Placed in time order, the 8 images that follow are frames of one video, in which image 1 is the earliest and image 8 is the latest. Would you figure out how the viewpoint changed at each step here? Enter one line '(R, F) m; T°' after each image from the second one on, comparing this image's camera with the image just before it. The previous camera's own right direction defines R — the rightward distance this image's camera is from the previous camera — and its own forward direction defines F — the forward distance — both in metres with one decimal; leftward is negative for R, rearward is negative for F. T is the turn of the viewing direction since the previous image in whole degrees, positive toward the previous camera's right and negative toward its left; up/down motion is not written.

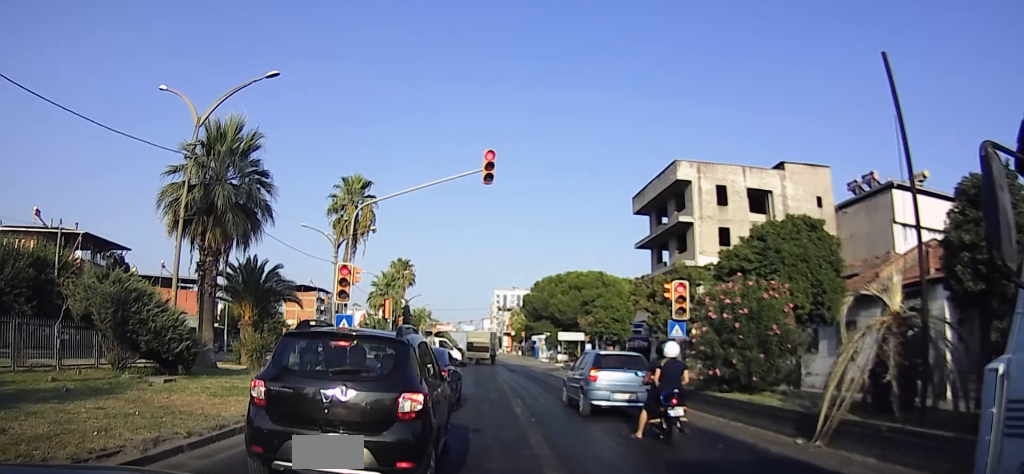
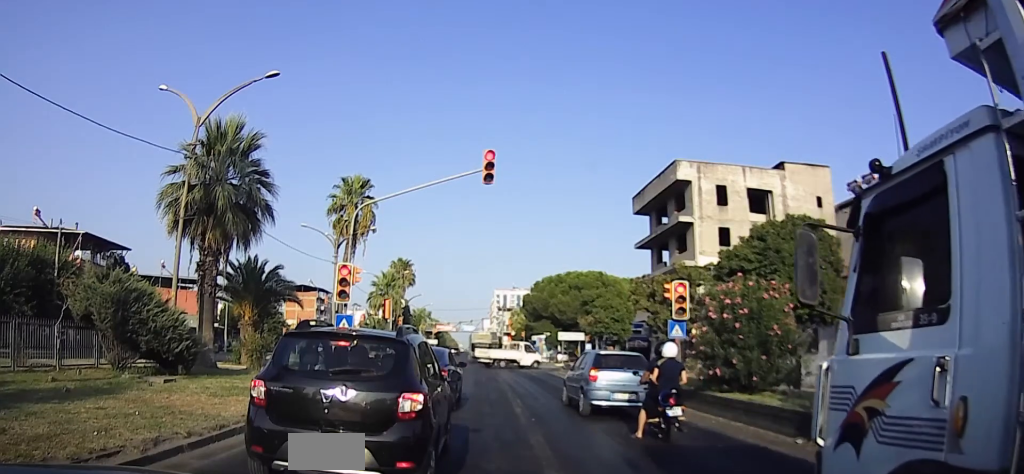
(0.0, +0.2) m; 0°
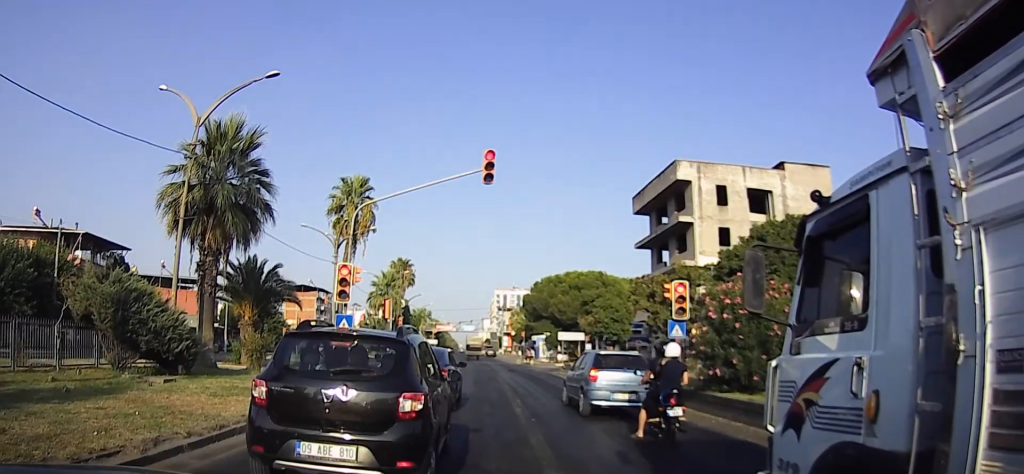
(+0.1, +0.5) m; 0°
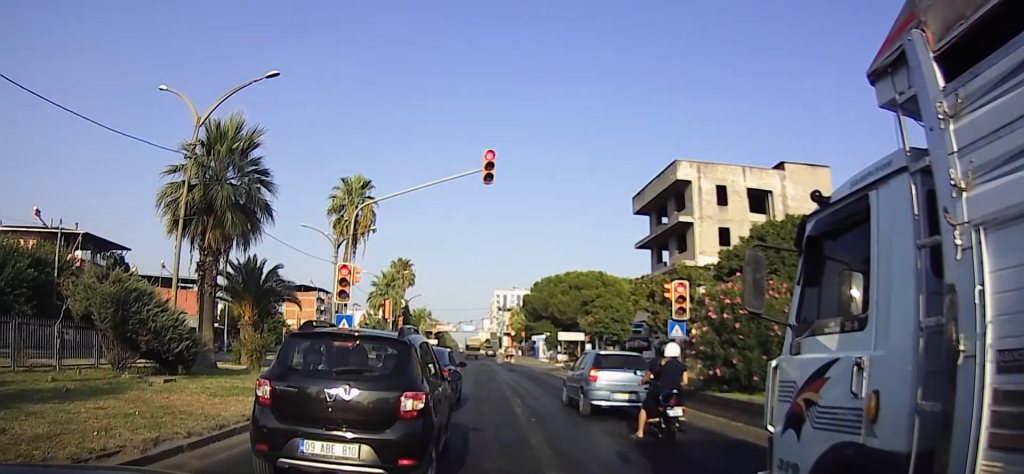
(0.0, 0.0) m; 0°
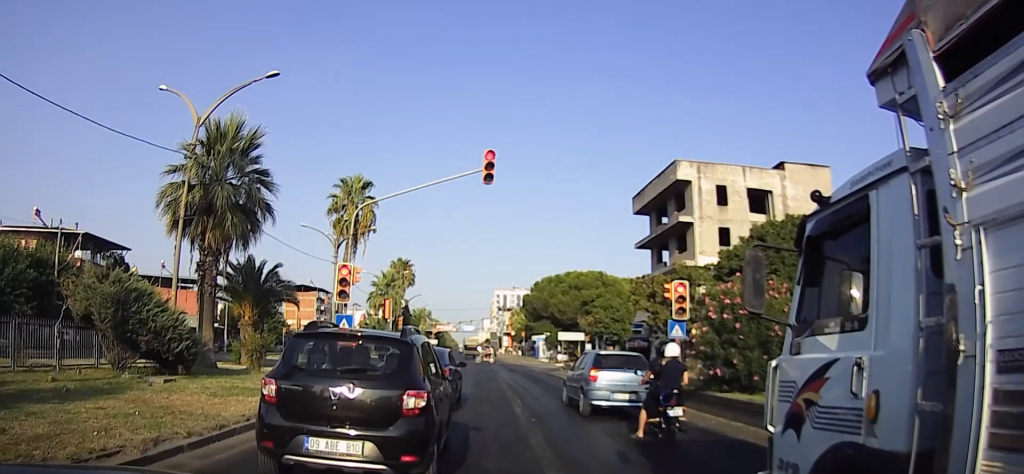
(0.0, 0.0) m; 0°
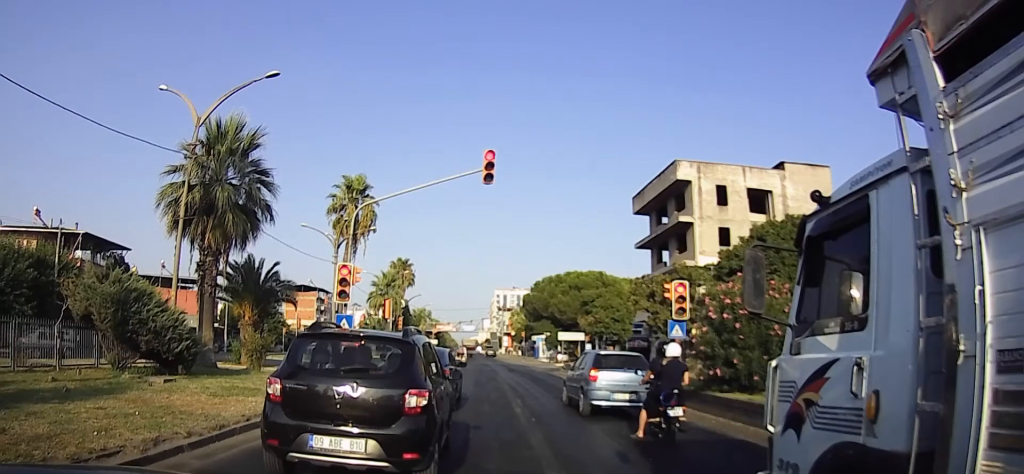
(0.0, 0.0) m; 0°
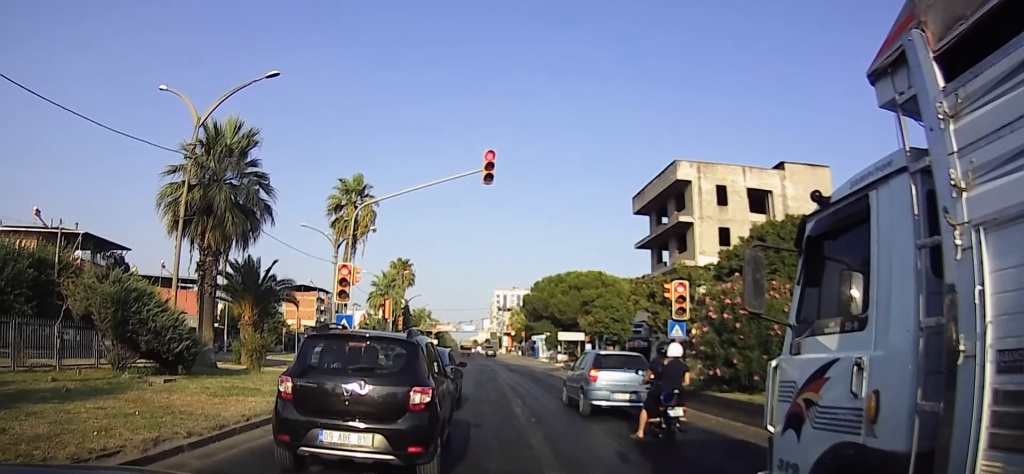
(+0.1, +0.2) m; 0°
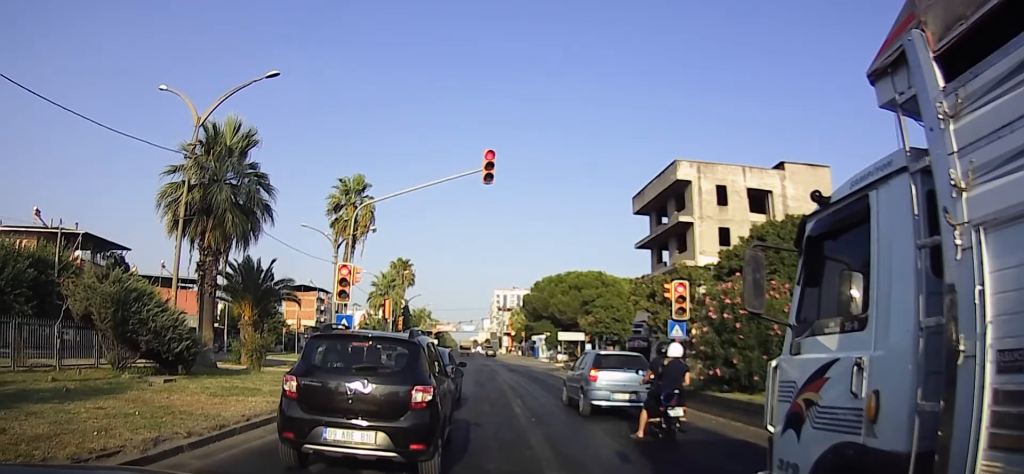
(0.0, 0.0) m; 0°
